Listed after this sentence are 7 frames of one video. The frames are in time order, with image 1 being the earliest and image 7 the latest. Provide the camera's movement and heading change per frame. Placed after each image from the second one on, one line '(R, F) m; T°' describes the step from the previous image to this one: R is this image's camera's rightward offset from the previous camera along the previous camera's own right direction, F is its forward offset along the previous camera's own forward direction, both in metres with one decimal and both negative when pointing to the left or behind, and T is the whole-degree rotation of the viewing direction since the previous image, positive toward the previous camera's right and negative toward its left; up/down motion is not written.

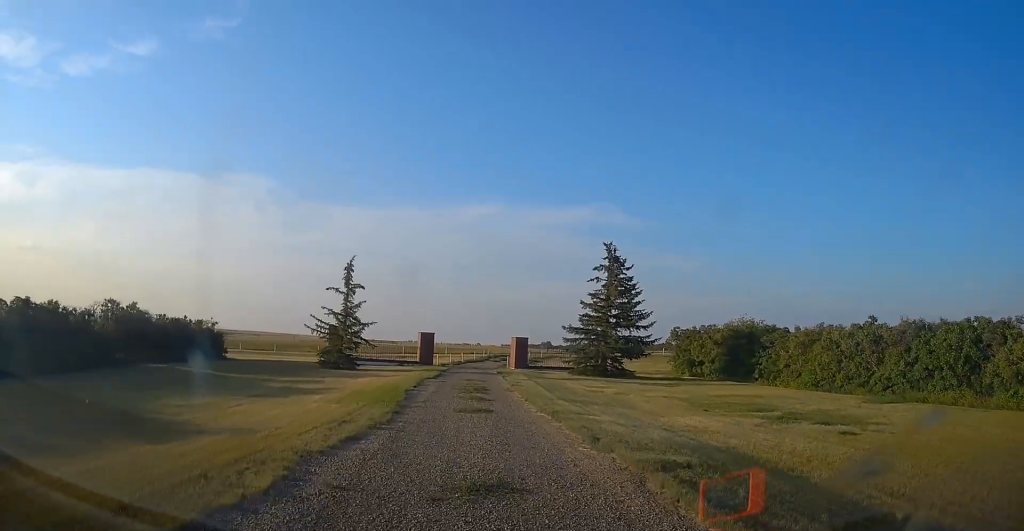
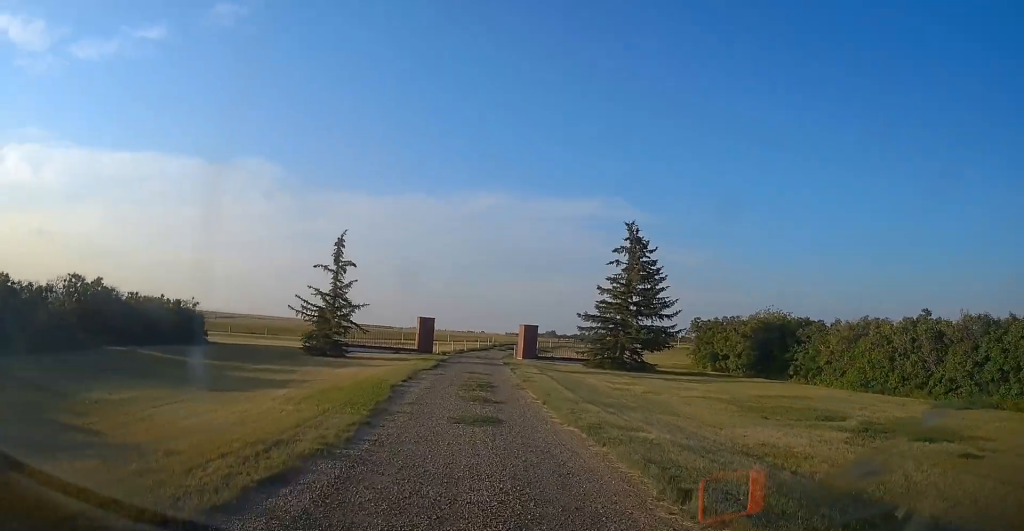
(-0.2, +4.7) m; 0°
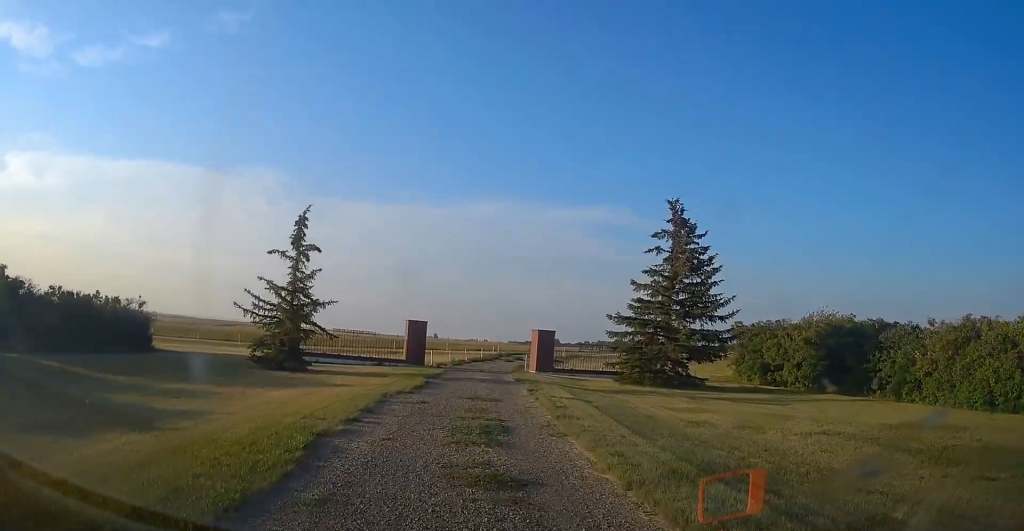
(+0.3, +8.7) m; 0°
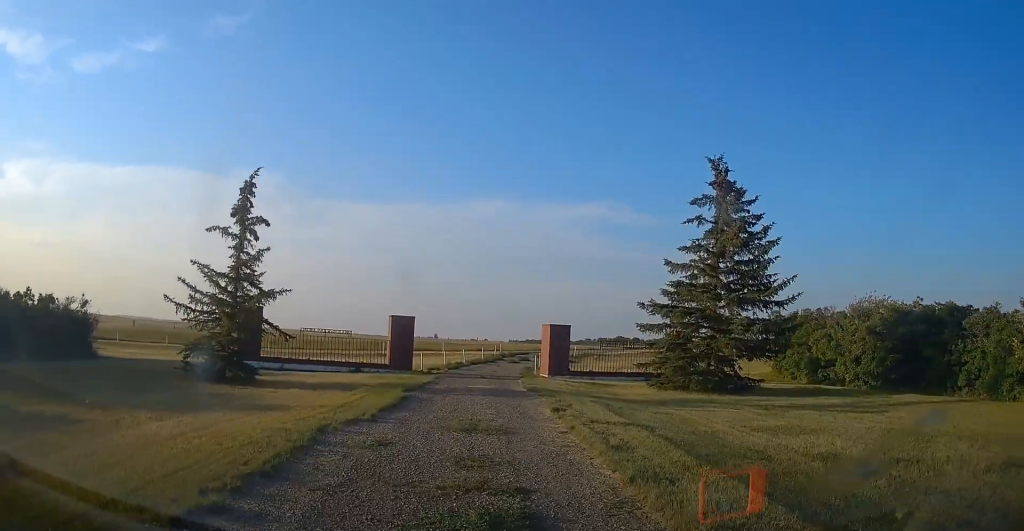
(-0.1, +6.6) m; 0°
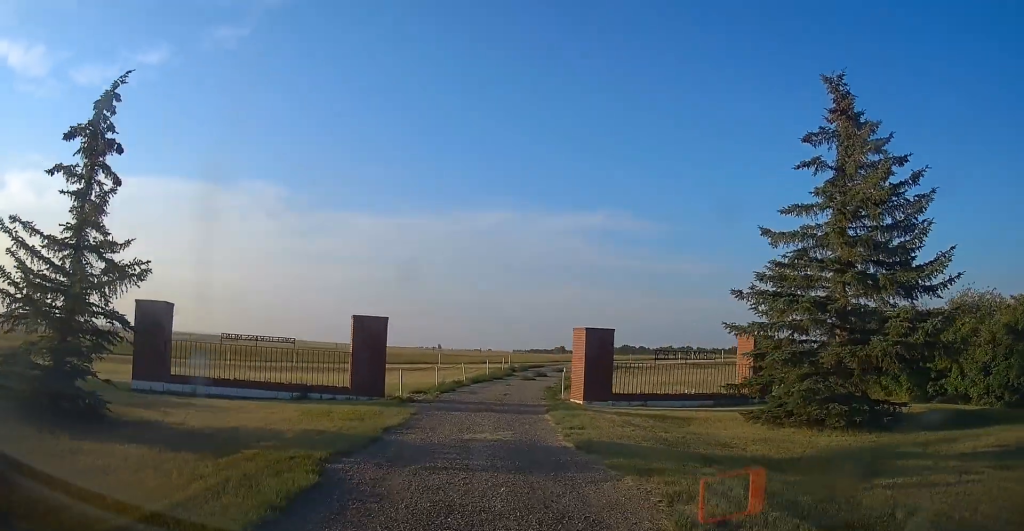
(0.0, +9.8) m; +2°
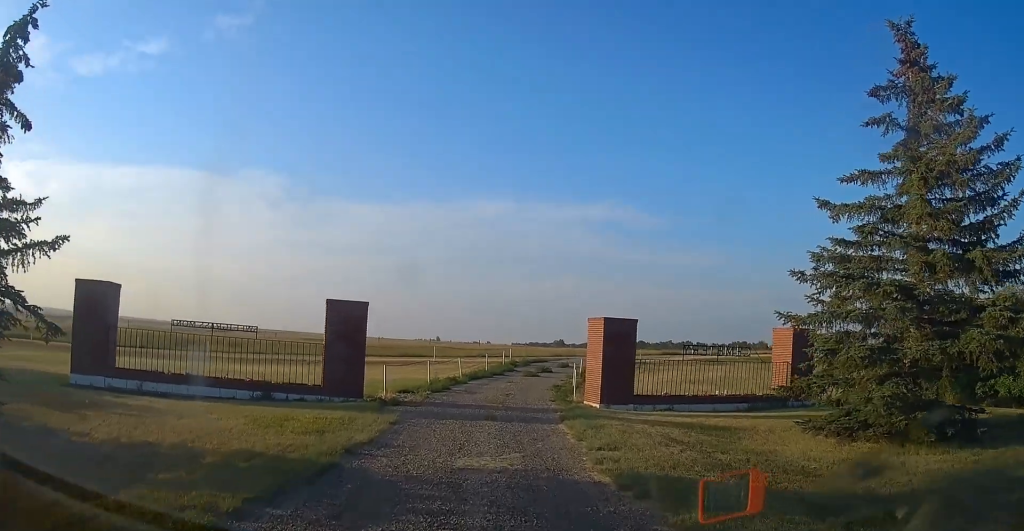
(+0.2, +3.5) m; 0°
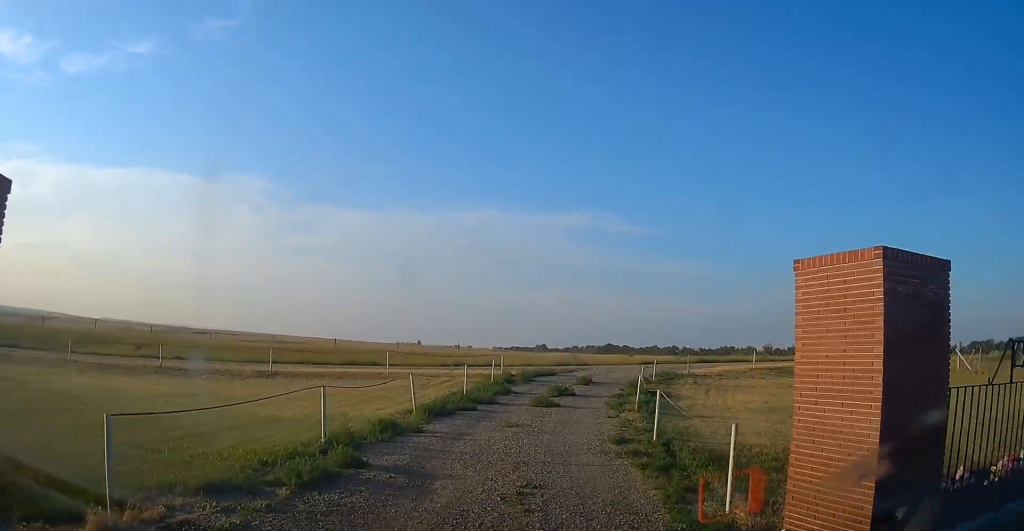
(-0.4, +13.9) m; -2°
